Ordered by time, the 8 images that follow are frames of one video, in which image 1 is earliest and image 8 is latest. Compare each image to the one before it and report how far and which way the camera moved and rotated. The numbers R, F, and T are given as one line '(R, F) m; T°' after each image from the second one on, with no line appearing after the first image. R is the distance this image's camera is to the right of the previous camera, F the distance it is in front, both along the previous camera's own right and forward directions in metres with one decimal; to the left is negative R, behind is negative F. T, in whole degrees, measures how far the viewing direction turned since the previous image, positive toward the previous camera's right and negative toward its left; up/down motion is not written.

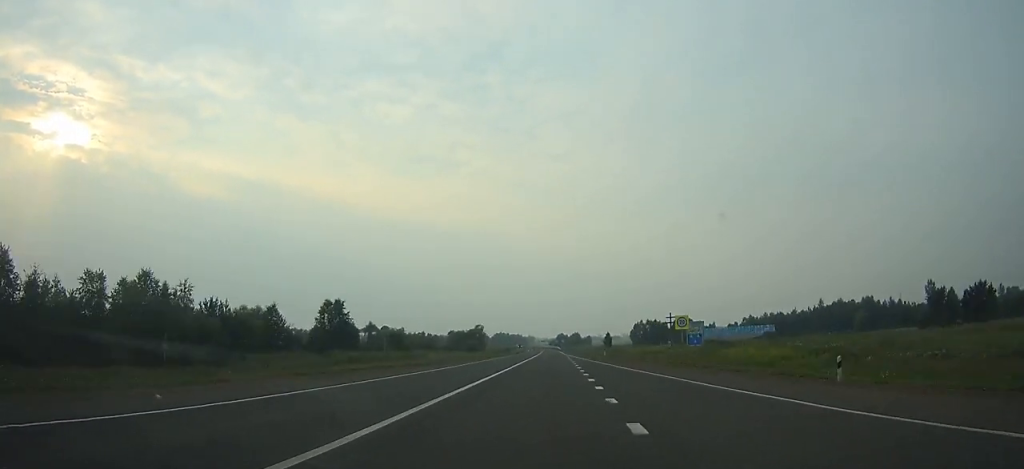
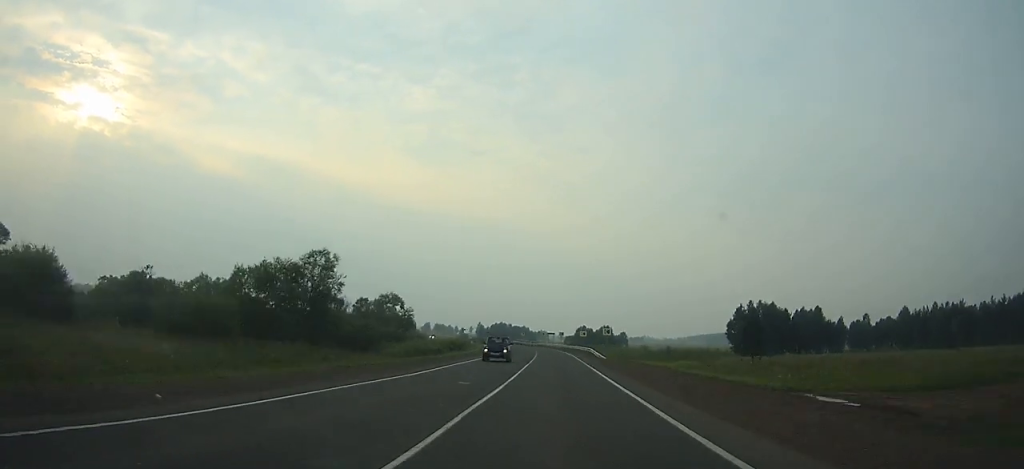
(-1.3, +120.4) m; -2°
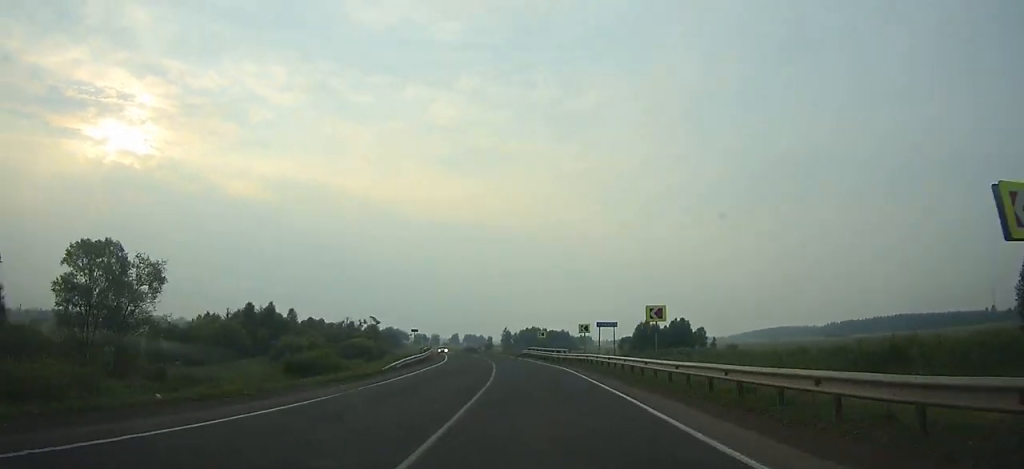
(-2.2, +74.6) m; -6°
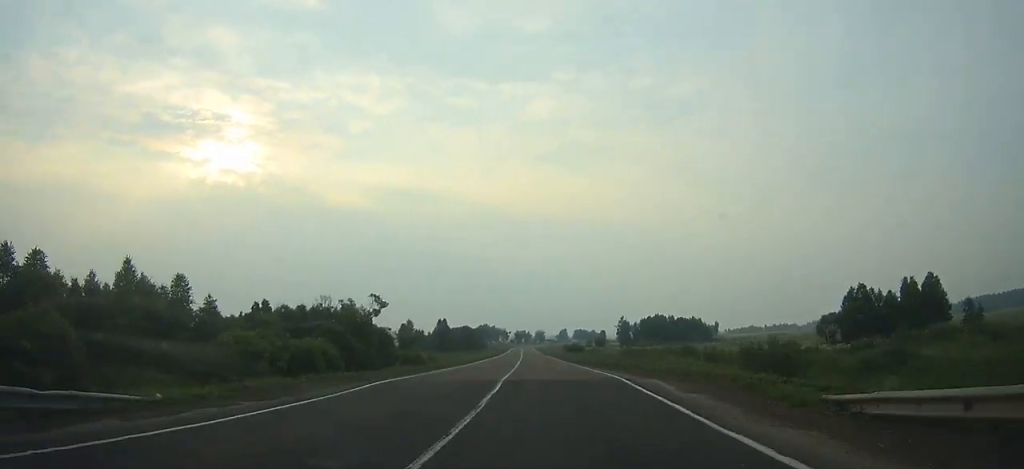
(-4.3, +64.1) m; -7°
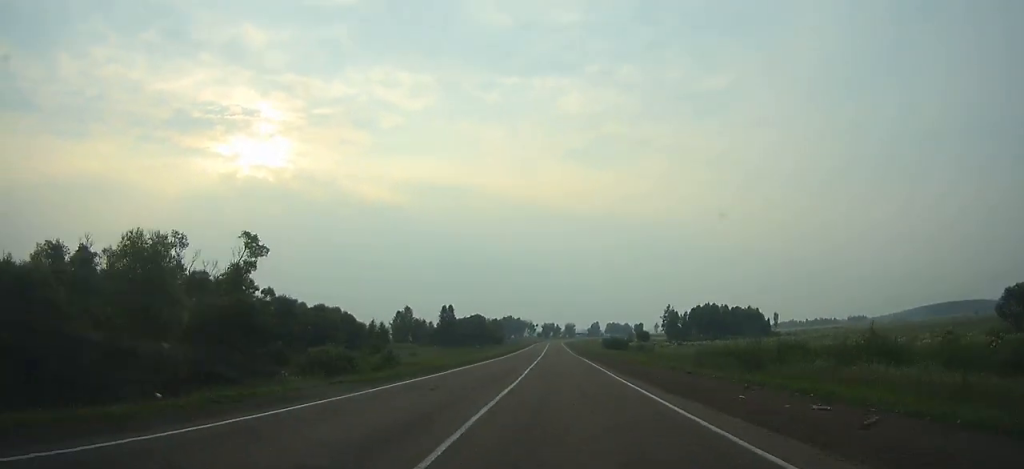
(-2.1, +35.5) m; -2°
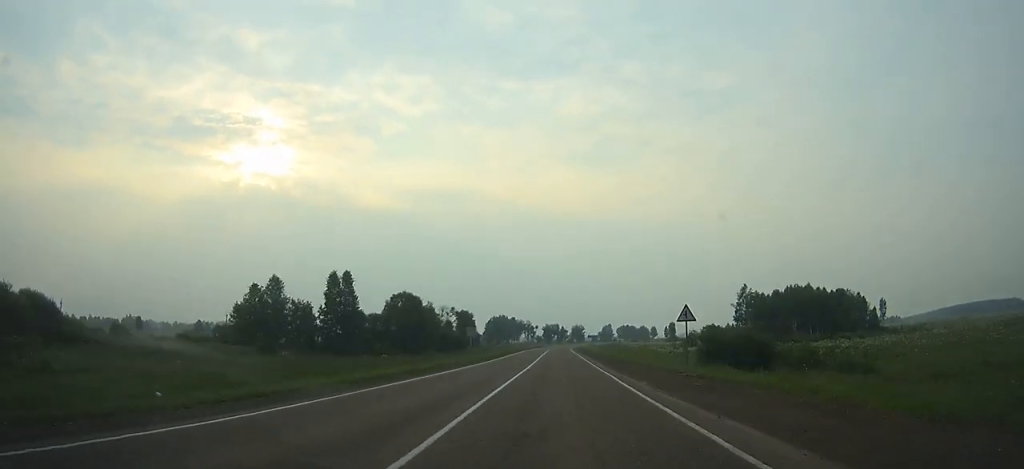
(-2.0, +66.6) m; -2°
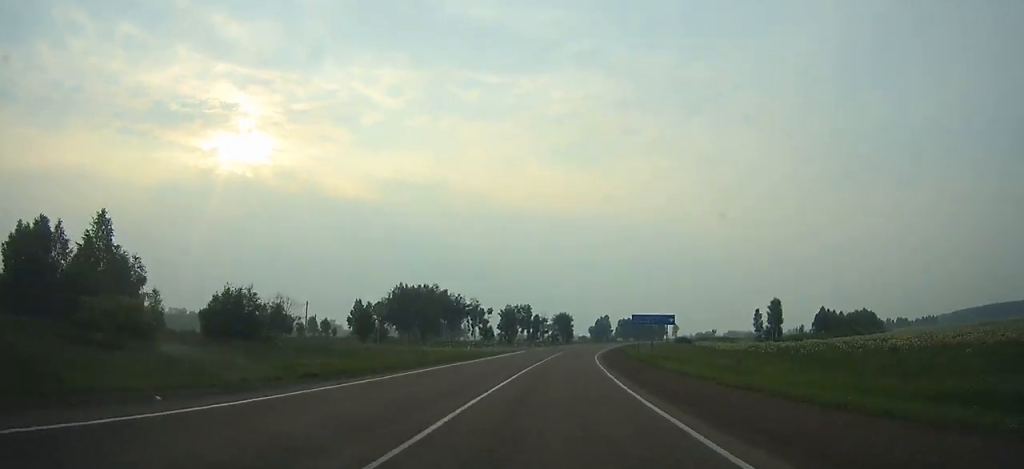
(+1.7, +122.7) m; +4°
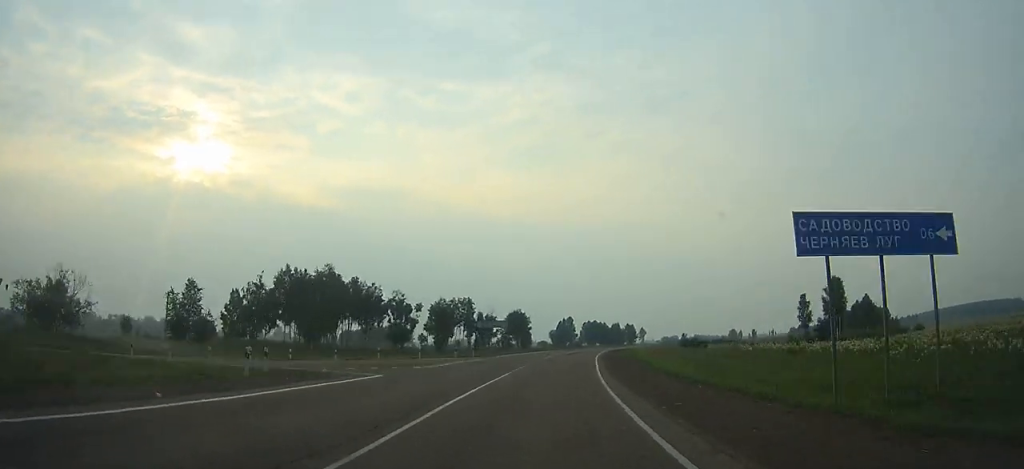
(-0.2, +37.2) m; +3°
